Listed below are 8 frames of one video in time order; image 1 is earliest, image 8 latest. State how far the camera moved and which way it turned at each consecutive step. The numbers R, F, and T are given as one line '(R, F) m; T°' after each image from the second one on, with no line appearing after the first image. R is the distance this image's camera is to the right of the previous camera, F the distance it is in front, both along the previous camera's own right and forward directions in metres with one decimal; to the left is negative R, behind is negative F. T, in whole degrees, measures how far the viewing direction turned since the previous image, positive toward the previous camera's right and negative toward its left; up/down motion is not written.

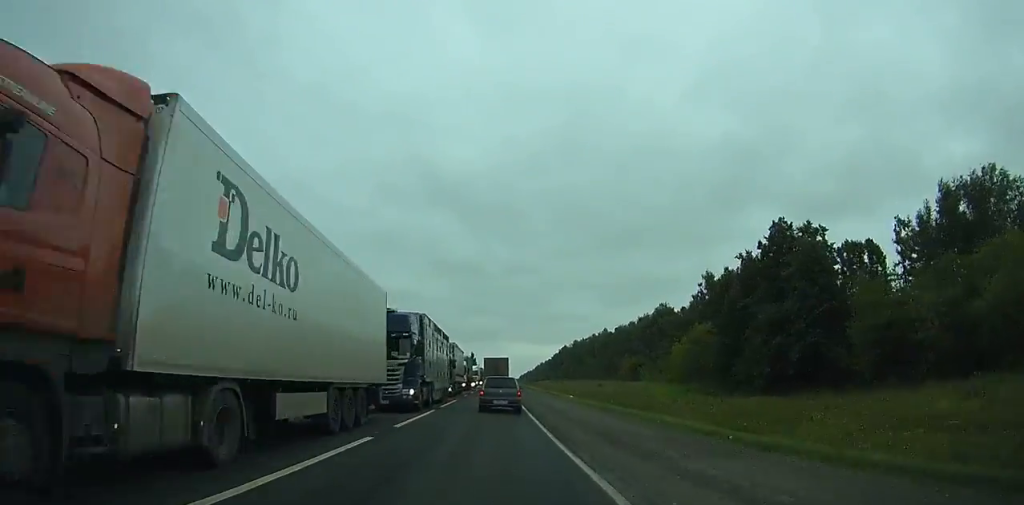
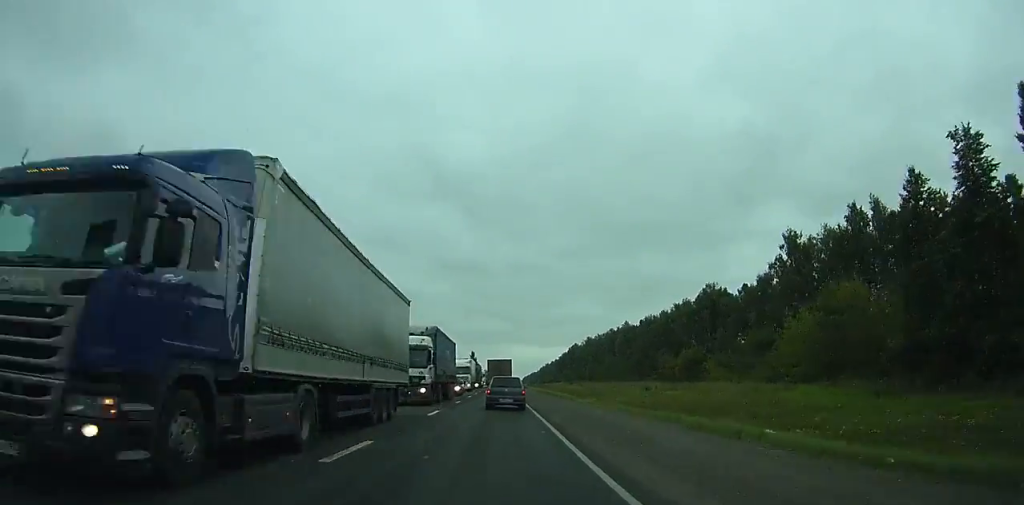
(+0.2, +35.5) m; 0°
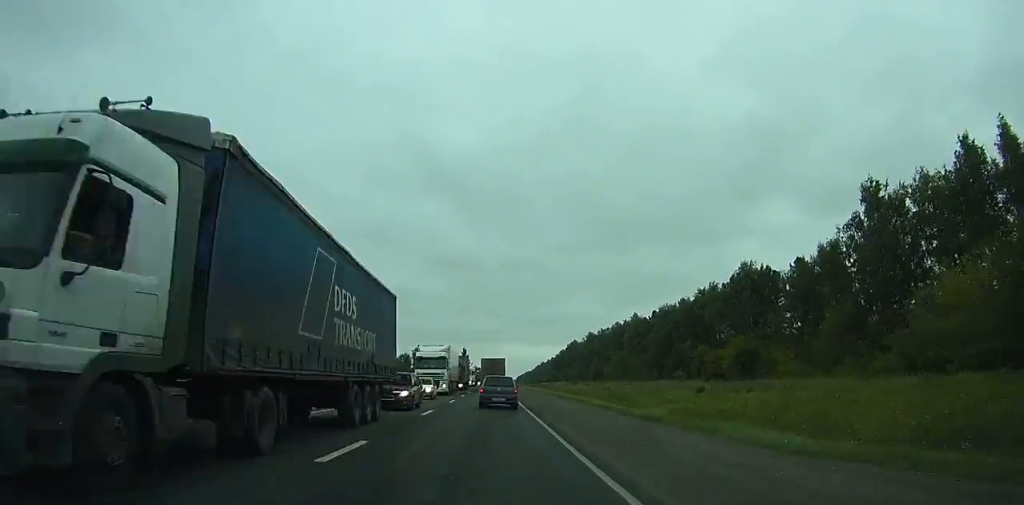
(0.0, +23.1) m; 0°
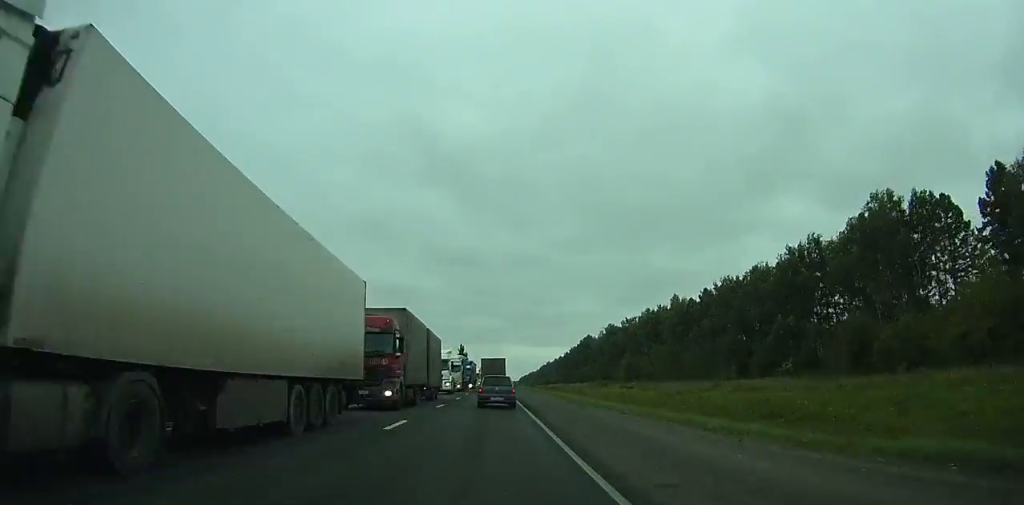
(0.0, +40.5) m; 0°
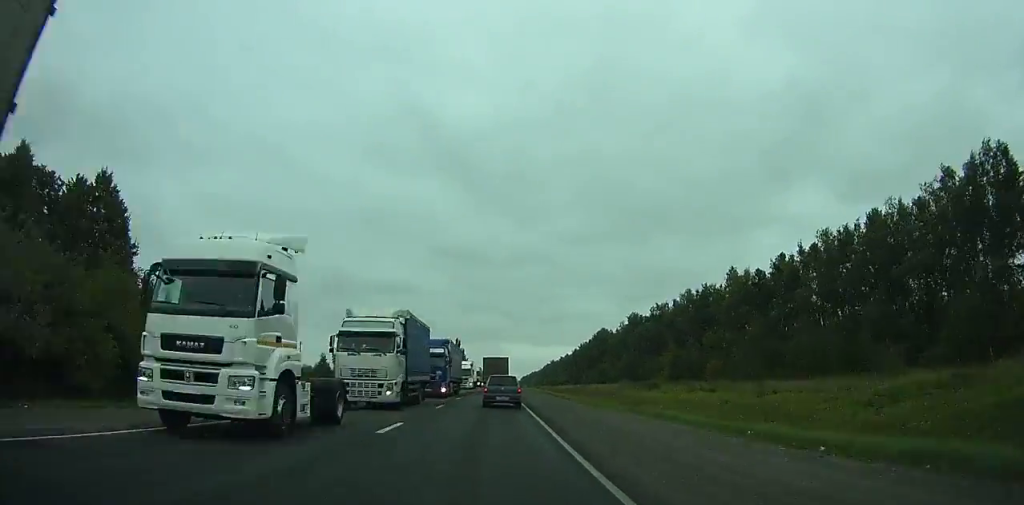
(-0.1, +37.9) m; 0°
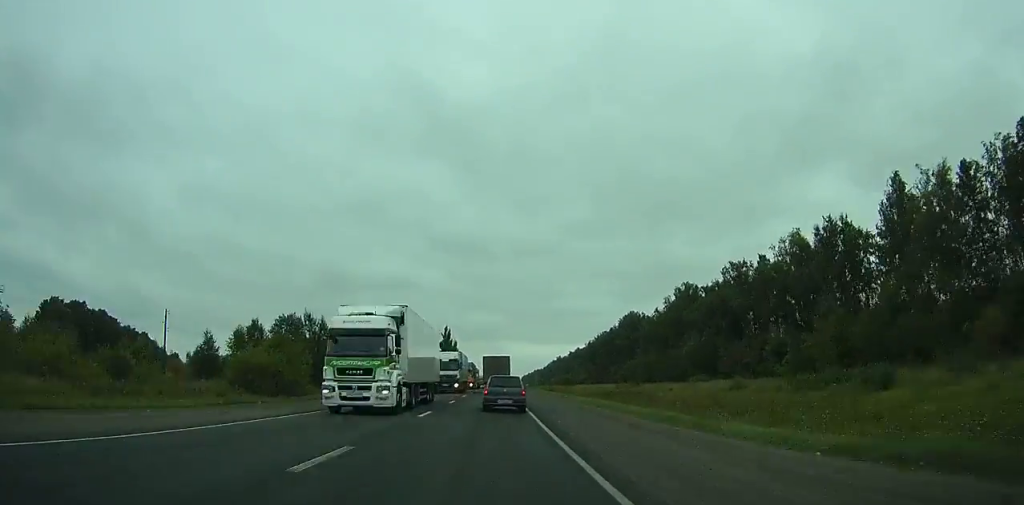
(-0.1, +54.6) m; 0°
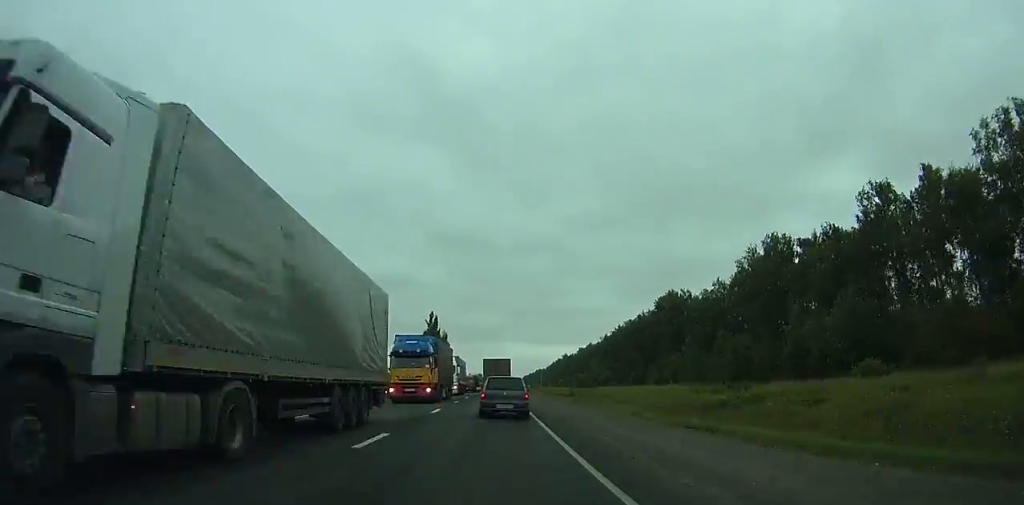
(-0.1, +46.8) m; 0°
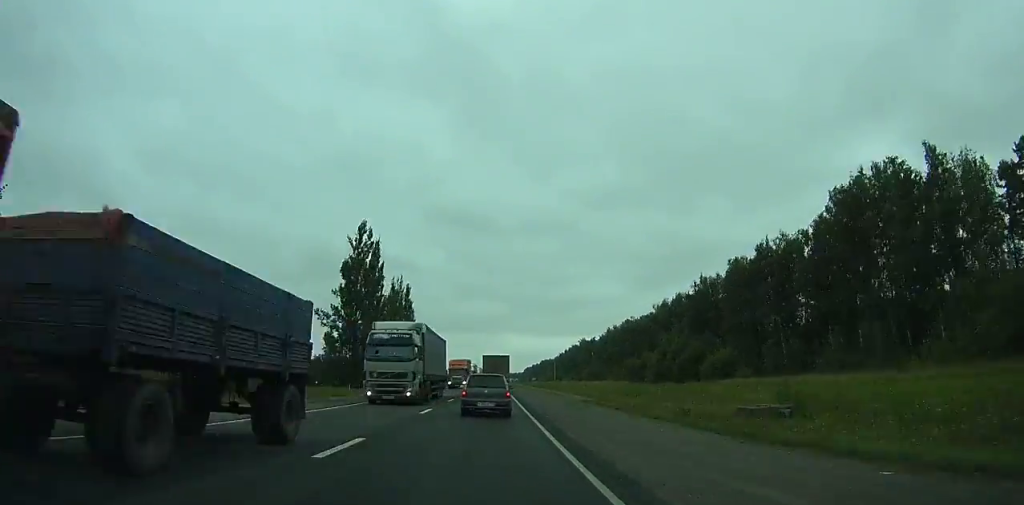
(-0.1, +86.5) m; 0°
